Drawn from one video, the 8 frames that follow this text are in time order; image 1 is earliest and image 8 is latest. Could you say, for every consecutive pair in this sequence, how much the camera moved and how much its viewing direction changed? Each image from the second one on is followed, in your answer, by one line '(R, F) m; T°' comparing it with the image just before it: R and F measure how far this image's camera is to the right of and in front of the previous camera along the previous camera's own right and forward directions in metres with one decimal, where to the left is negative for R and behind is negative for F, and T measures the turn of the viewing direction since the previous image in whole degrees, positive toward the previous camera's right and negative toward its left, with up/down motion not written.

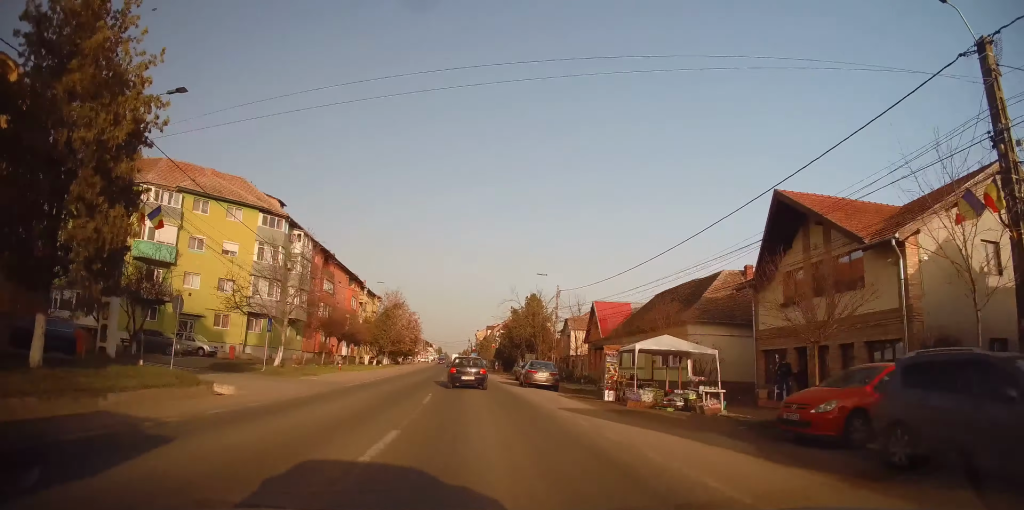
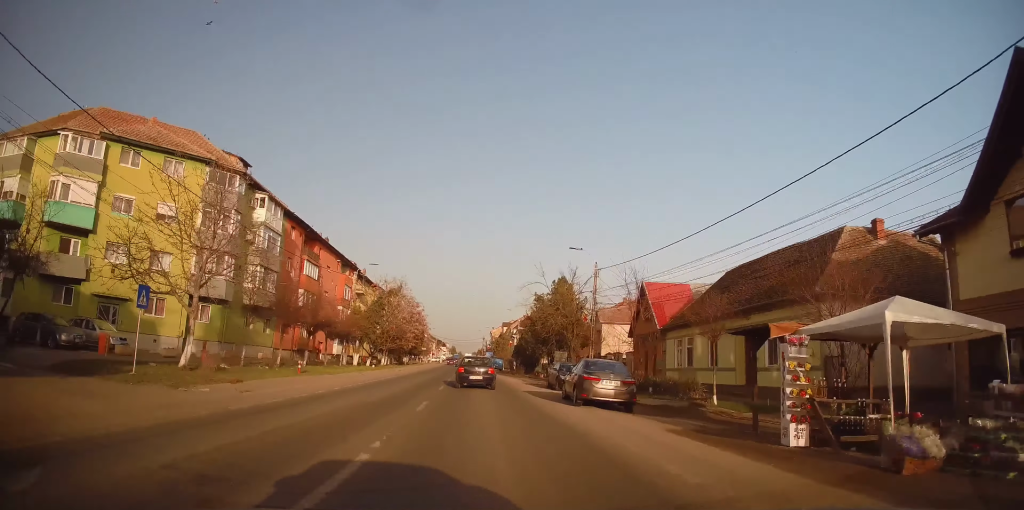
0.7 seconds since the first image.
(-0.3, +11.2) m; -2°
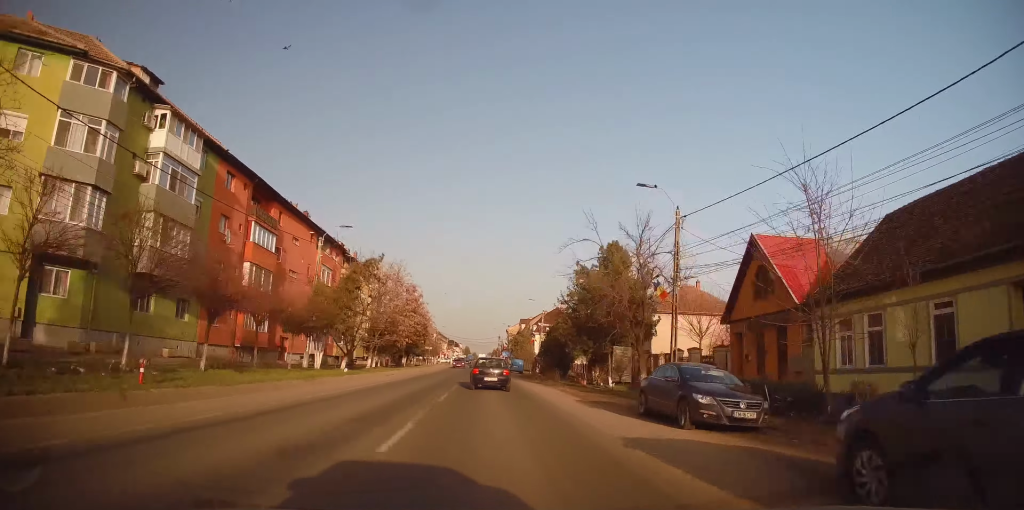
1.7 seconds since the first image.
(+0.1, +14.3) m; -1°
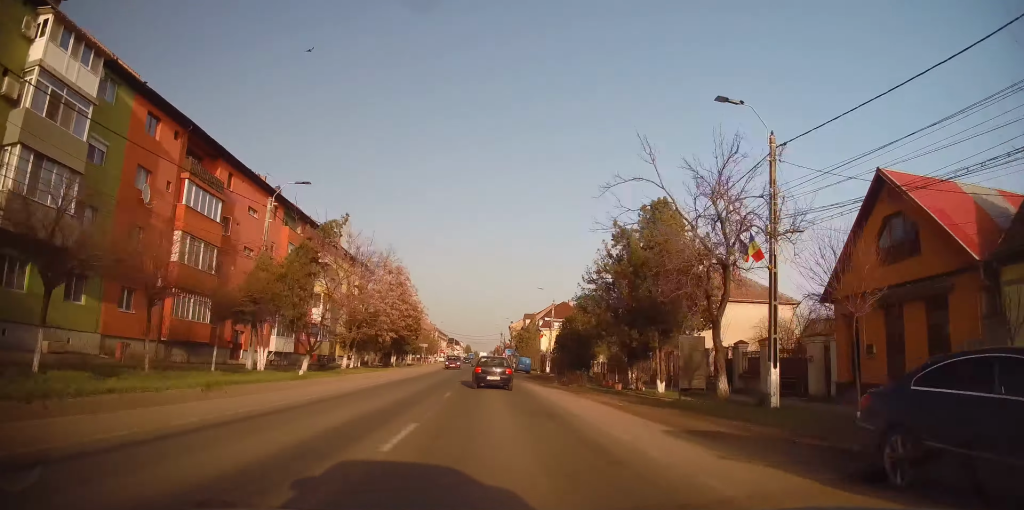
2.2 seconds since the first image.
(-0.3, +8.7) m; 0°
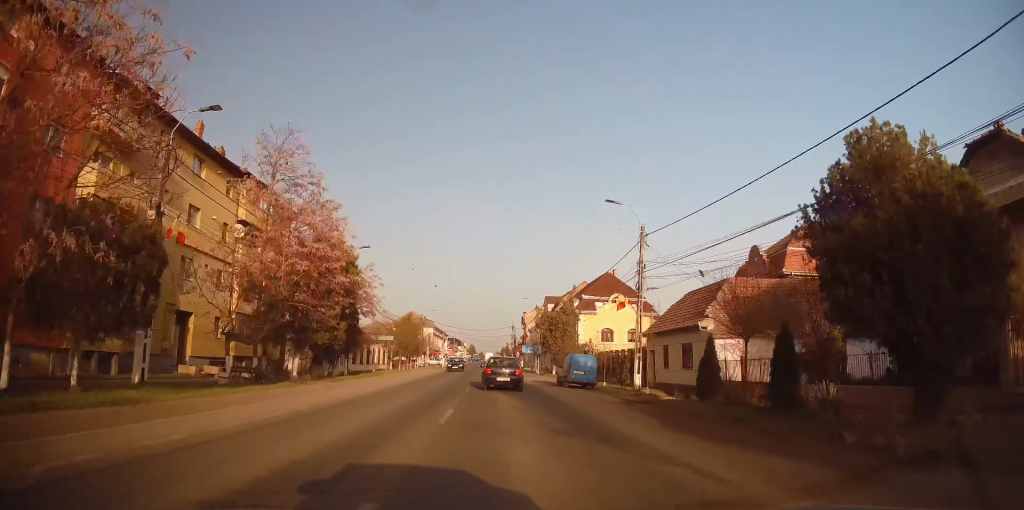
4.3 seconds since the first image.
(-1.0, +32.2) m; -2°
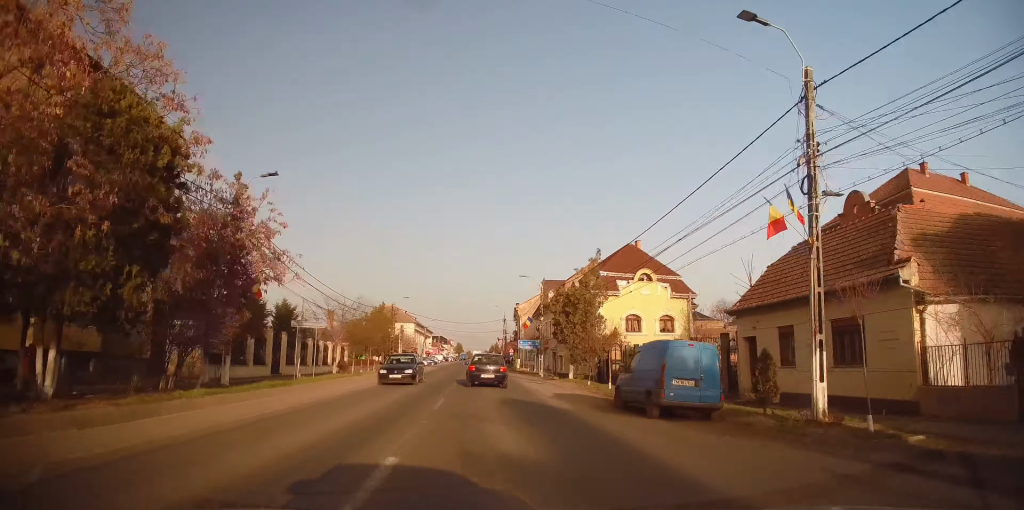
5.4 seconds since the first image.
(+0.8, +16.1) m; +1°
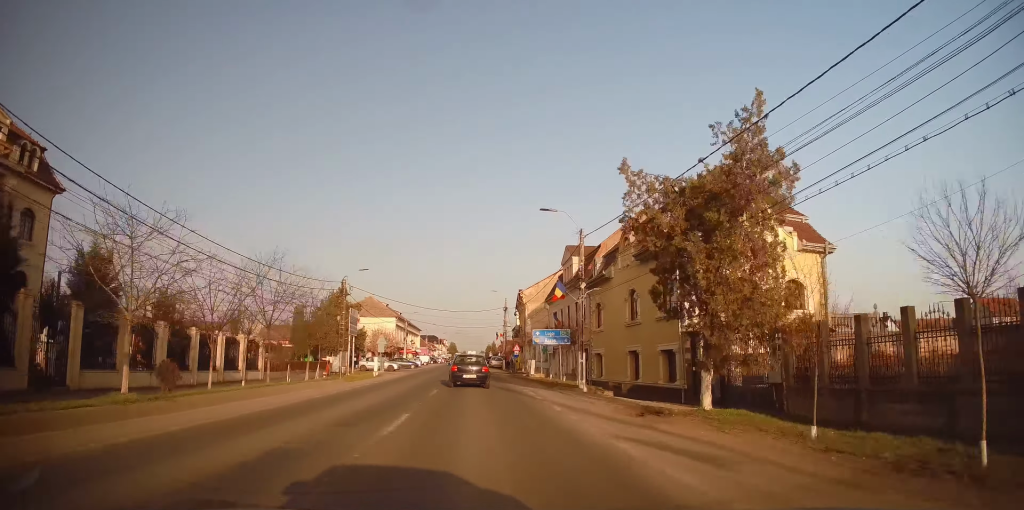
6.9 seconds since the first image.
(-0.4, +22.1) m; 0°
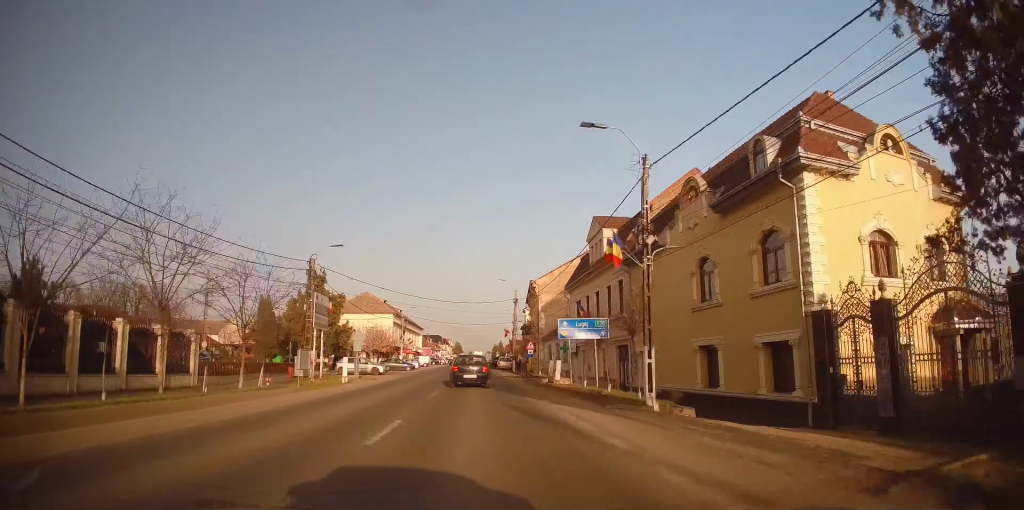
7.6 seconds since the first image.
(+0.2, +10.1) m; 0°
